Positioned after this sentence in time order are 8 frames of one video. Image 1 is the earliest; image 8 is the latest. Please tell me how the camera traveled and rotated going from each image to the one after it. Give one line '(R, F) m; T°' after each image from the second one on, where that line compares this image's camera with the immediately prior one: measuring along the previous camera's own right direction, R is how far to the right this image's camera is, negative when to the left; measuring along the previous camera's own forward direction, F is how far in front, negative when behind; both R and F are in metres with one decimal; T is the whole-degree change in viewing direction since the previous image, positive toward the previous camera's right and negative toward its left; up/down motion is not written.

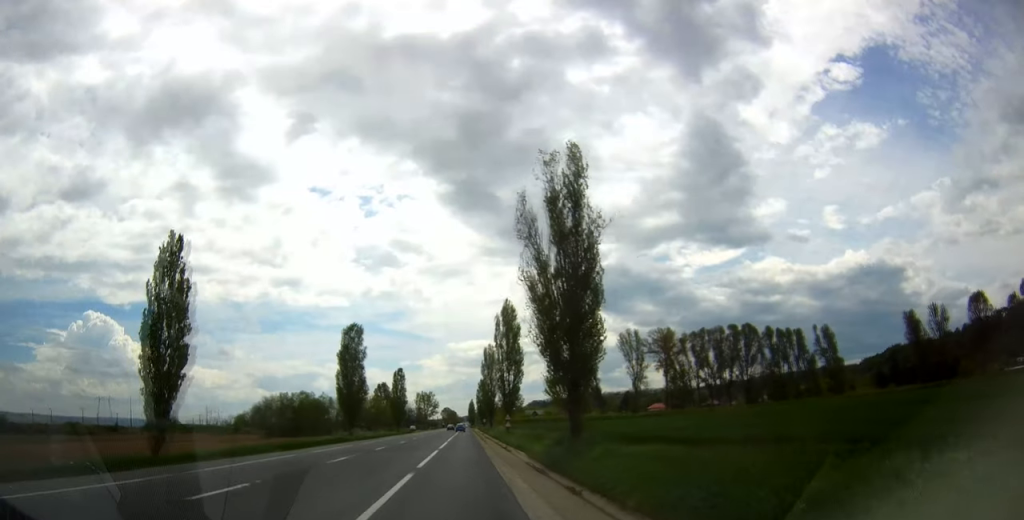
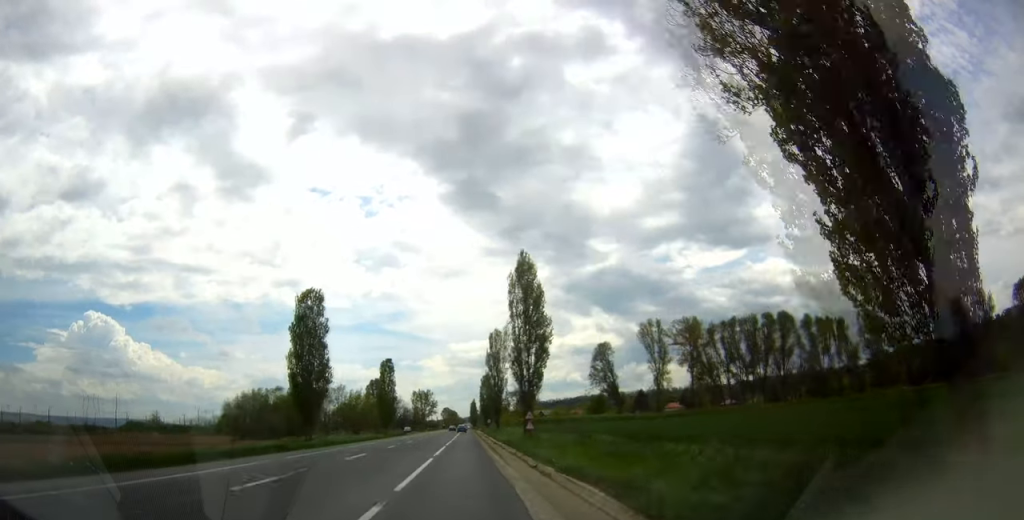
(+0.1, +21.5) m; 0°
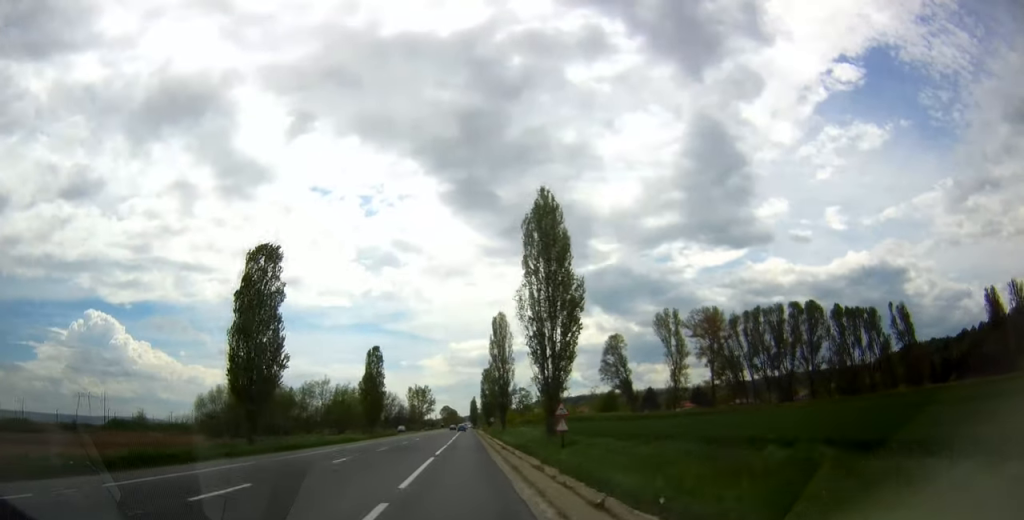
(-0.2, +14.6) m; 0°
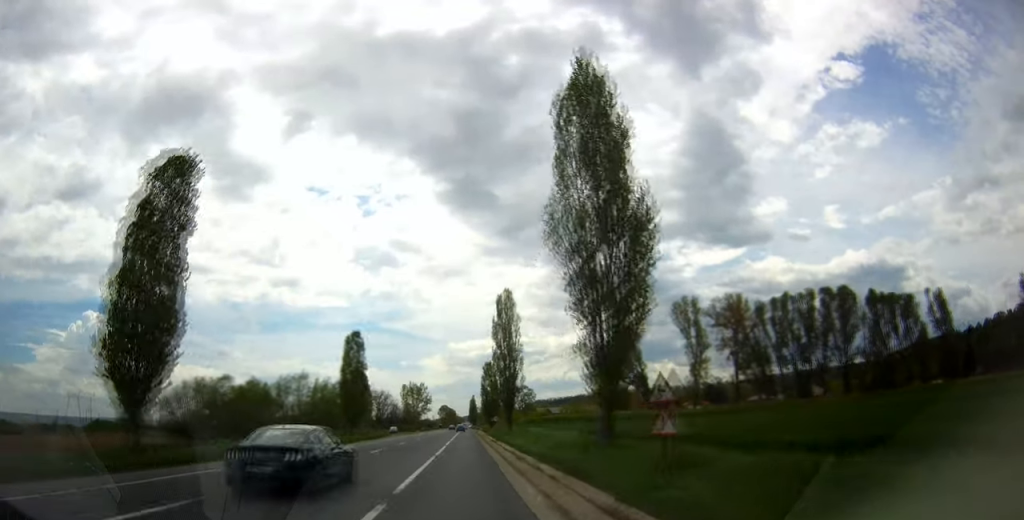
(0.0, +15.5) m; 0°
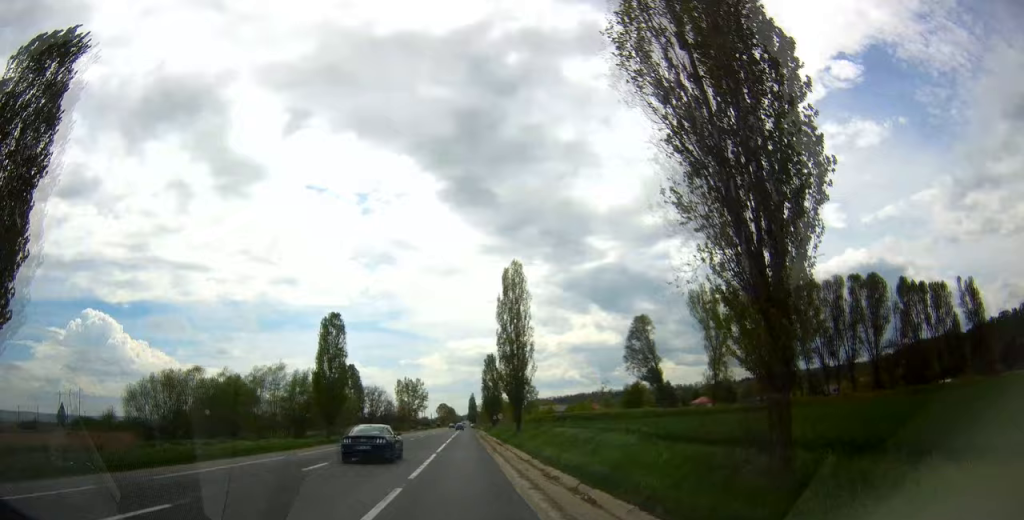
(0.0, +12.1) m; +1°
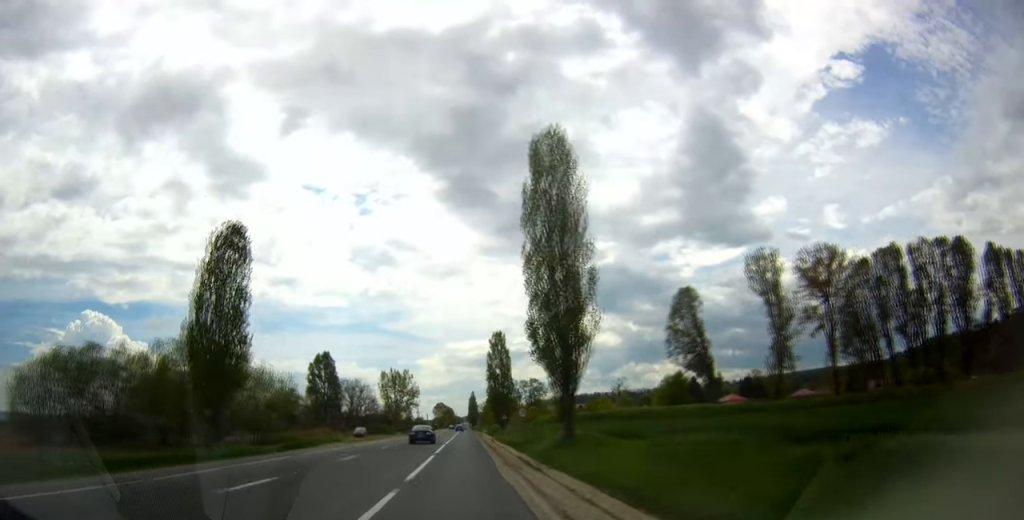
(+0.2, +29.8) m; 0°
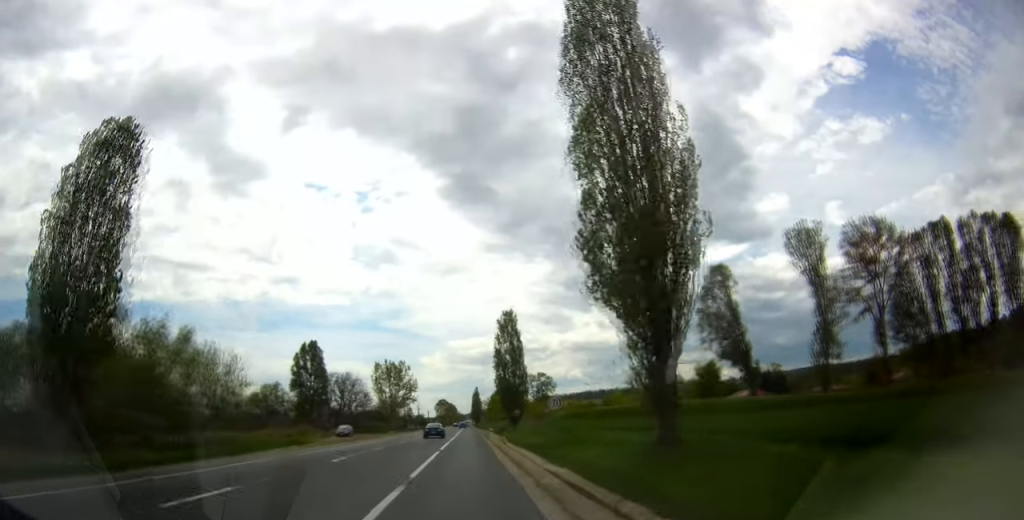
(0.0, +13.5) m; 0°
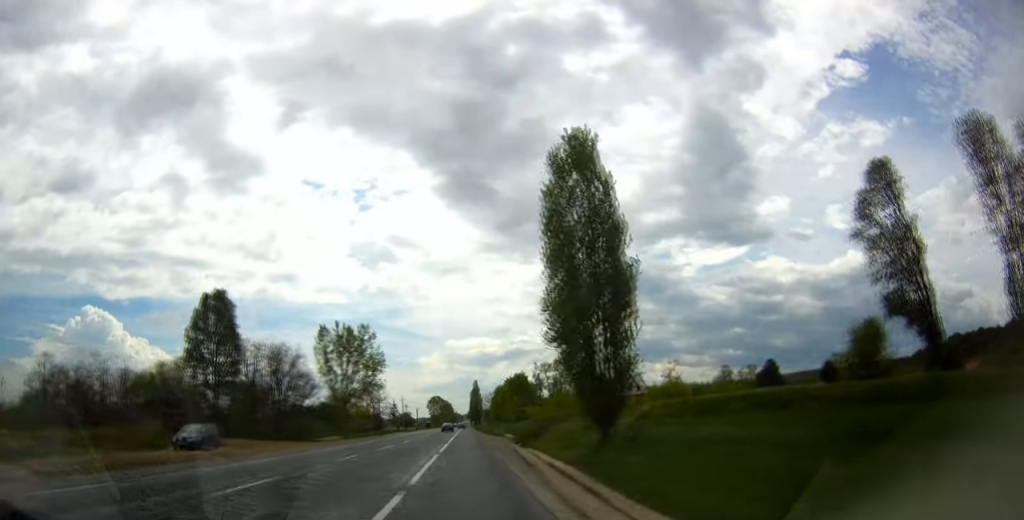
(-0.1, +42.7) m; 0°
